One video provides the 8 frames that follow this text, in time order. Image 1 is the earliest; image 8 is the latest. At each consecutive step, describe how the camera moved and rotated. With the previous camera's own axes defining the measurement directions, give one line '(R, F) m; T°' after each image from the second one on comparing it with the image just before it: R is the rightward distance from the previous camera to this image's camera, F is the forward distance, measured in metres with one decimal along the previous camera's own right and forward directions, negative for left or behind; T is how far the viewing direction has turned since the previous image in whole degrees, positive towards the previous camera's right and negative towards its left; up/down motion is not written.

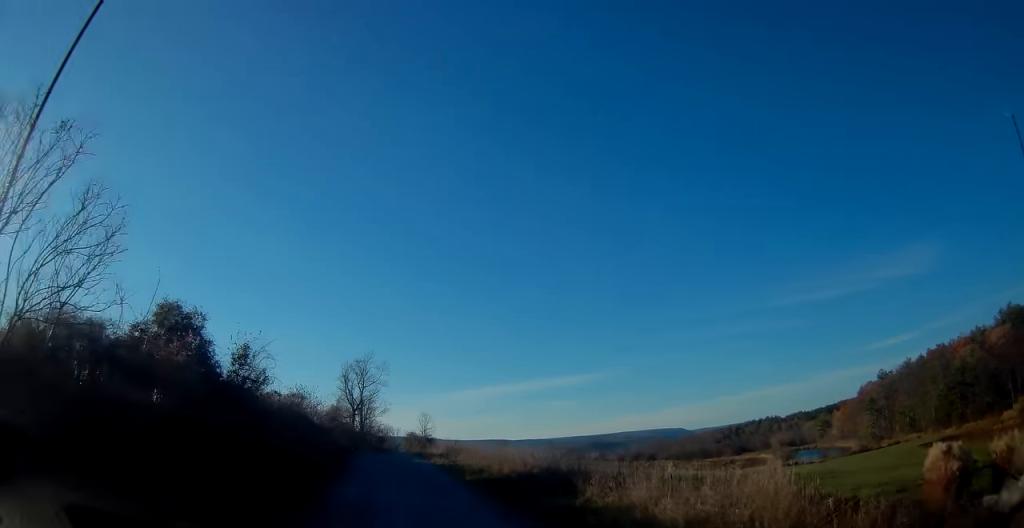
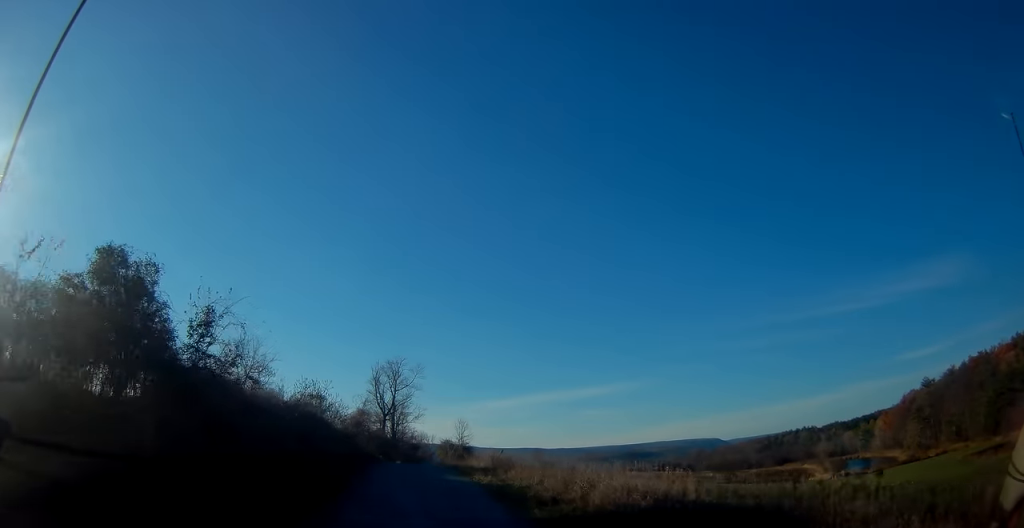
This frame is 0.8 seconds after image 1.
(+0.1, +7.8) m; -1°
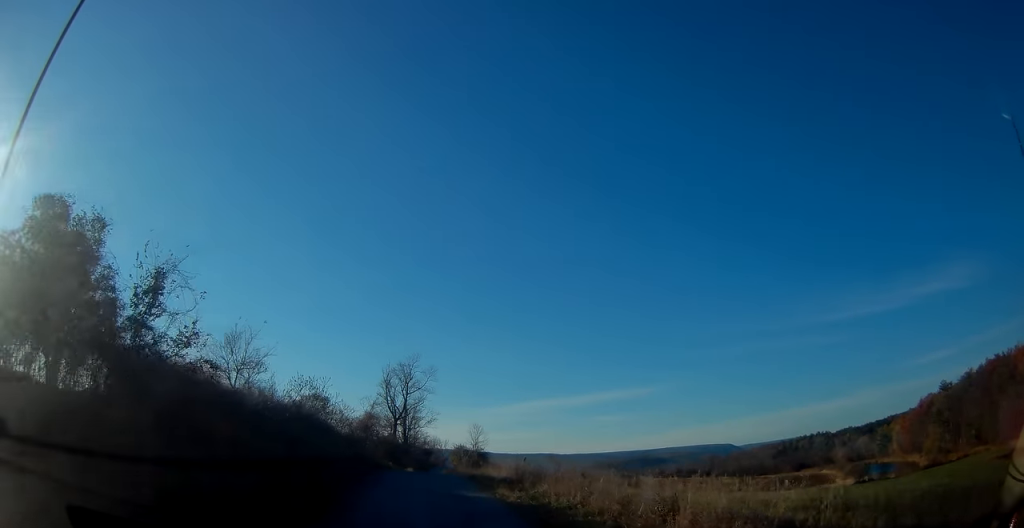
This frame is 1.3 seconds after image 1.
(-0.1, +4.3) m; 0°
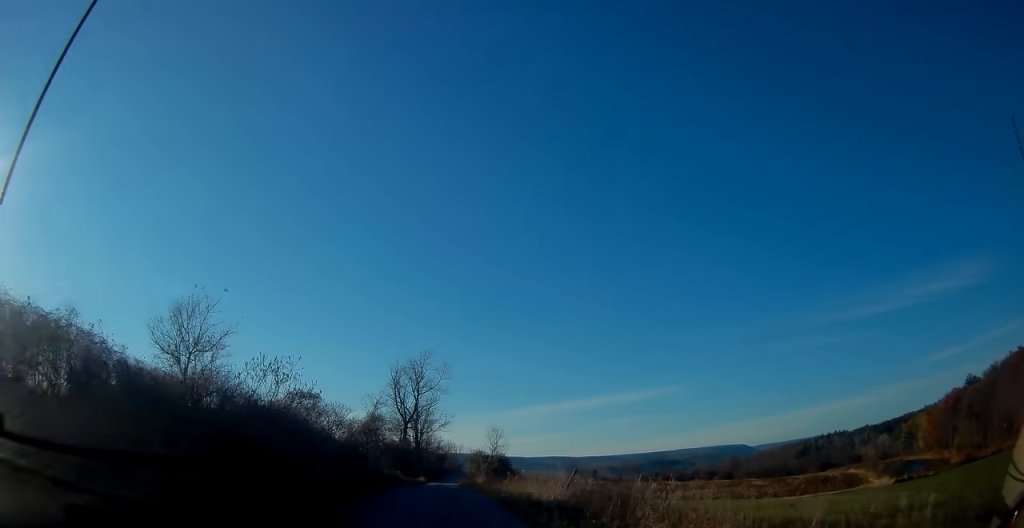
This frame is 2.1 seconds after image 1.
(-0.1, +8.7) m; -1°
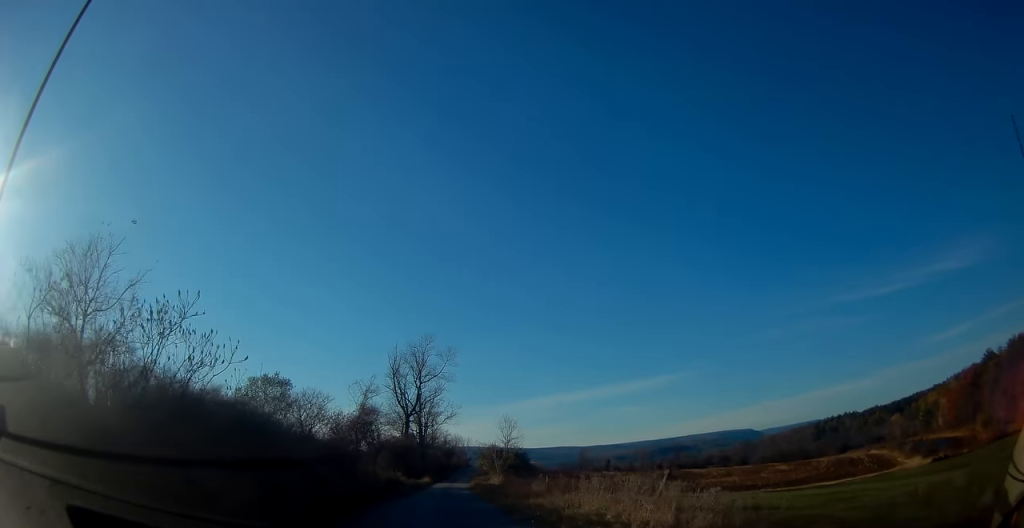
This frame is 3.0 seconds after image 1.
(0.0, +8.9) m; 0°
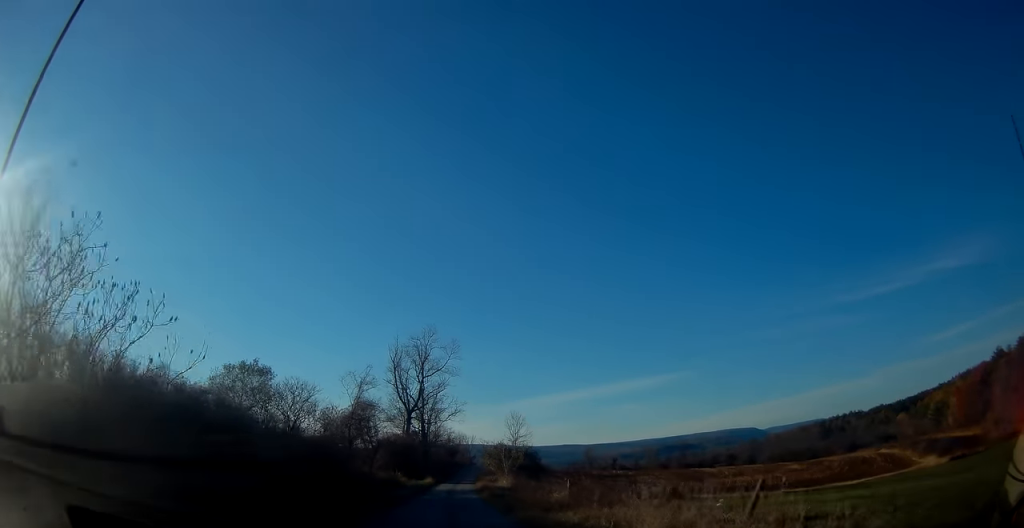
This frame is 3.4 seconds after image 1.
(0.0, +4.2) m; 0°
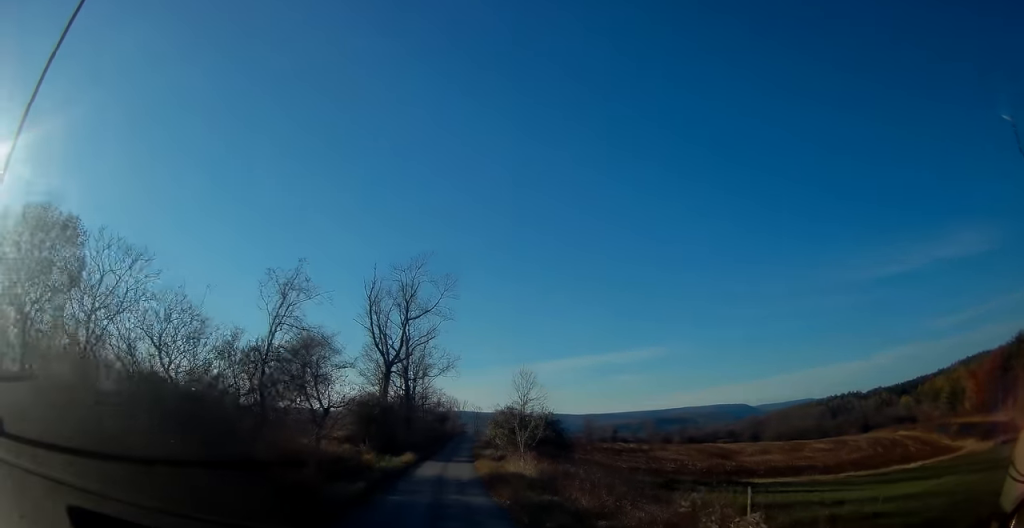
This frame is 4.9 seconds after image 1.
(0.0, +15.8) m; +2°
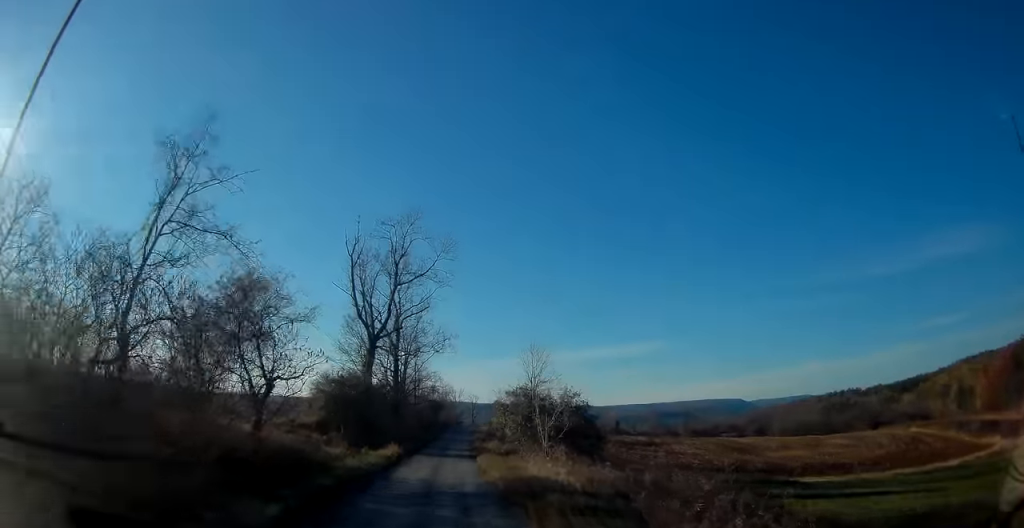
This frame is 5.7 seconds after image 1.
(+0.3, +8.9) m; 0°
